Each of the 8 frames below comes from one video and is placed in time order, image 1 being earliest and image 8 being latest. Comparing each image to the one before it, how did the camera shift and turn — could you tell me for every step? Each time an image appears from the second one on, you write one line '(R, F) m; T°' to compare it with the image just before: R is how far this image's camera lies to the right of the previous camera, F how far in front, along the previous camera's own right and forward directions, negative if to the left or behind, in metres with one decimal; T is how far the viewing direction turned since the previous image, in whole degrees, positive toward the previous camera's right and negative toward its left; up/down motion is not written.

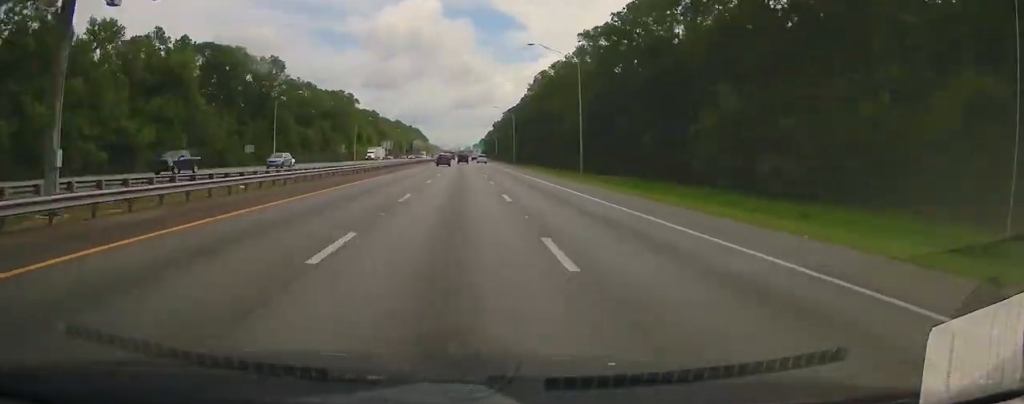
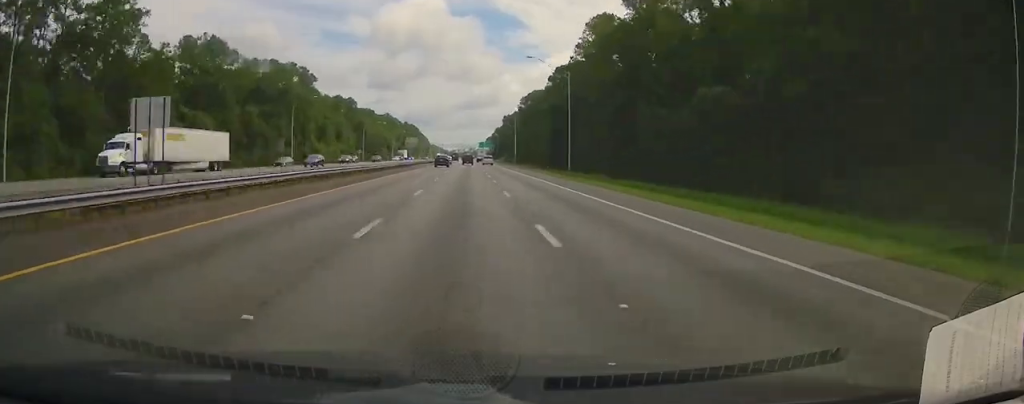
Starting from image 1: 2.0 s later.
(-0.1, +55.9) m; 0°
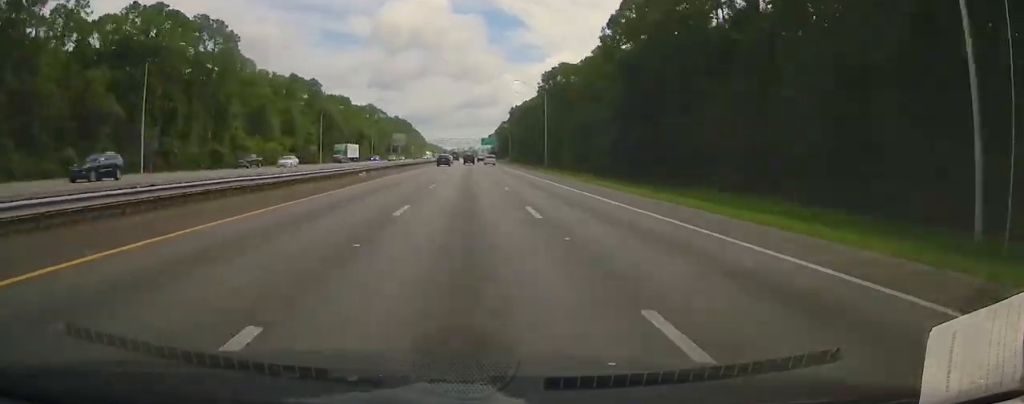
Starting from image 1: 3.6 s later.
(-0.2, +44.6) m; 0°
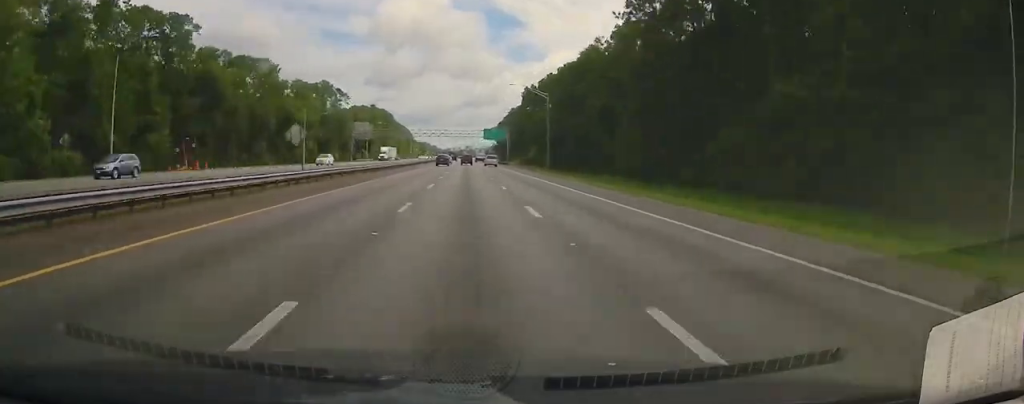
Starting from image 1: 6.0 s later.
(+0.5, +77.9) m; 0°
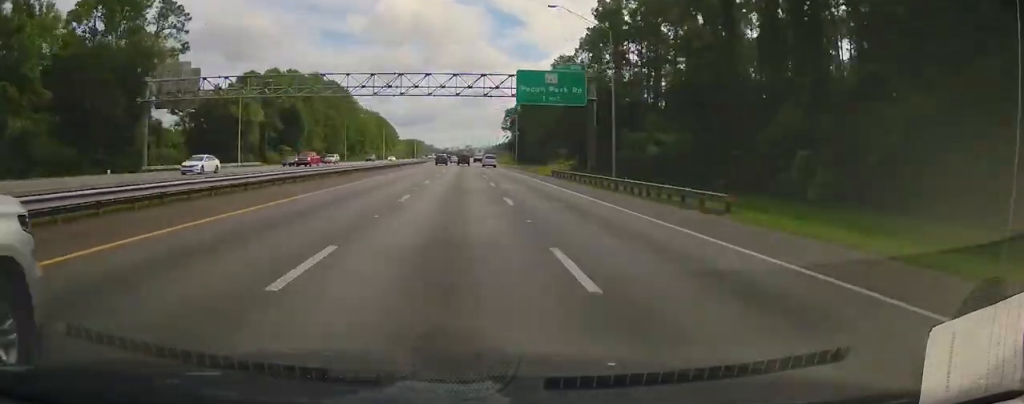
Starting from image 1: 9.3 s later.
(-0.3, +112.2) m; 0°
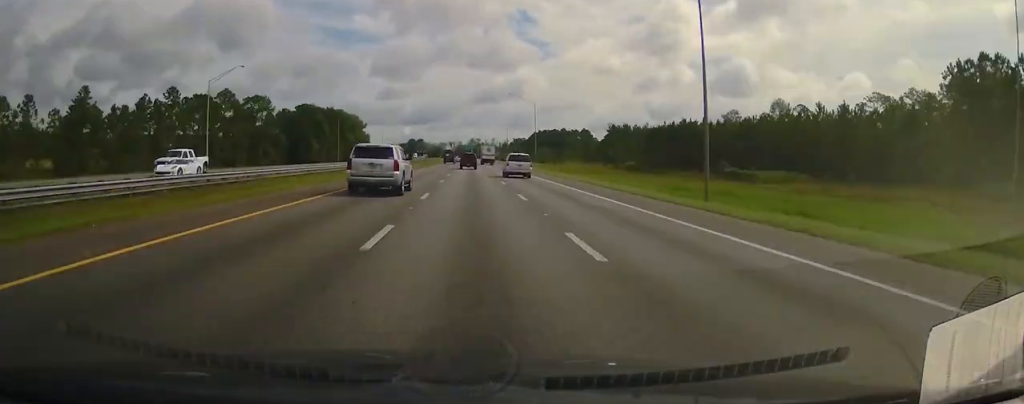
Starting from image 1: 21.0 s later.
(+2.4, +454.3) m; -1°
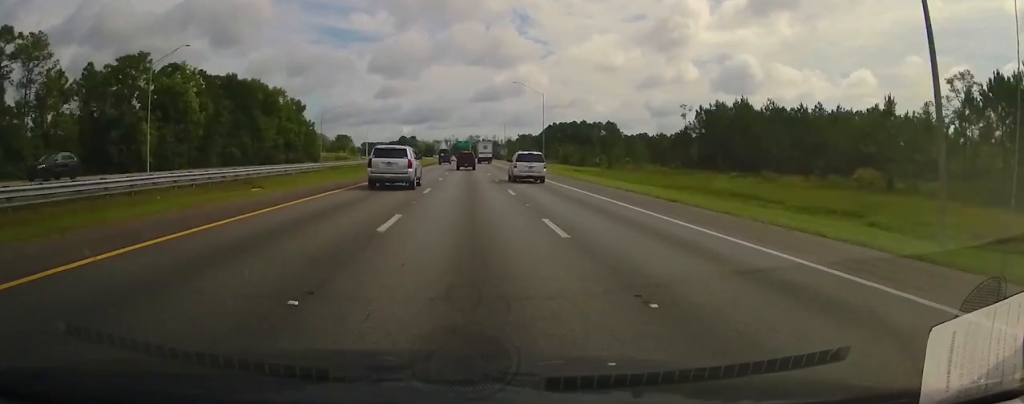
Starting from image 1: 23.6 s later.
(0.0, +132.7) m; -1°
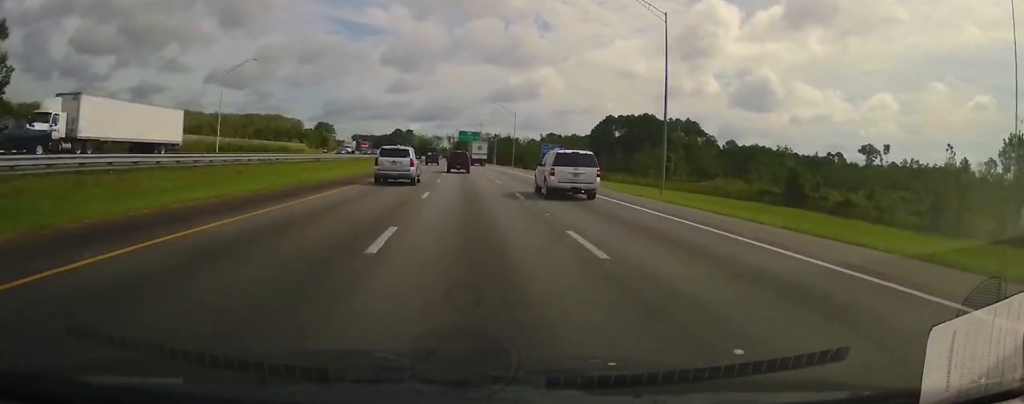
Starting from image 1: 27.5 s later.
(-3.7, +96.9) m; -4°
